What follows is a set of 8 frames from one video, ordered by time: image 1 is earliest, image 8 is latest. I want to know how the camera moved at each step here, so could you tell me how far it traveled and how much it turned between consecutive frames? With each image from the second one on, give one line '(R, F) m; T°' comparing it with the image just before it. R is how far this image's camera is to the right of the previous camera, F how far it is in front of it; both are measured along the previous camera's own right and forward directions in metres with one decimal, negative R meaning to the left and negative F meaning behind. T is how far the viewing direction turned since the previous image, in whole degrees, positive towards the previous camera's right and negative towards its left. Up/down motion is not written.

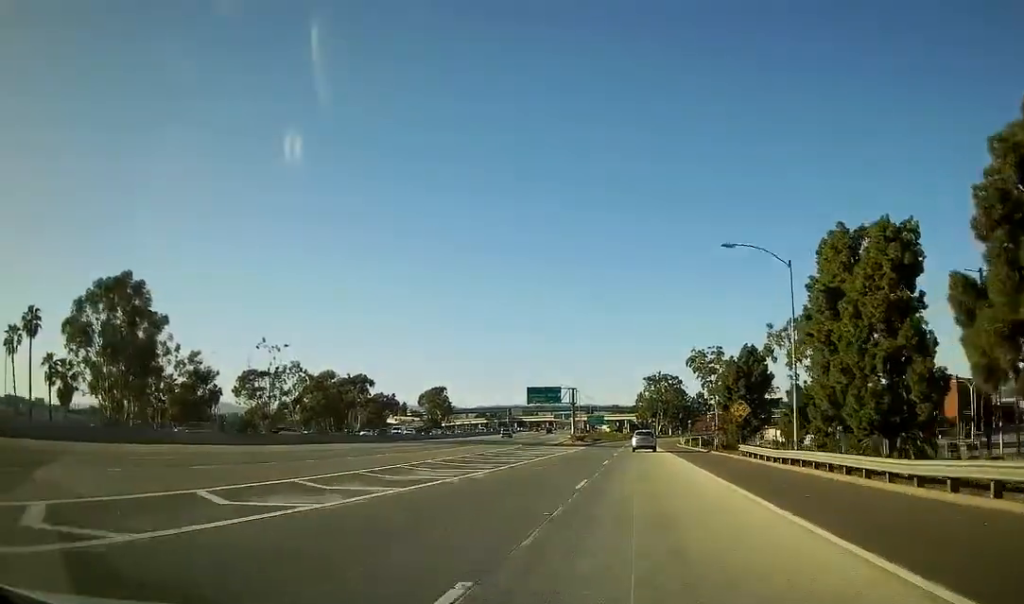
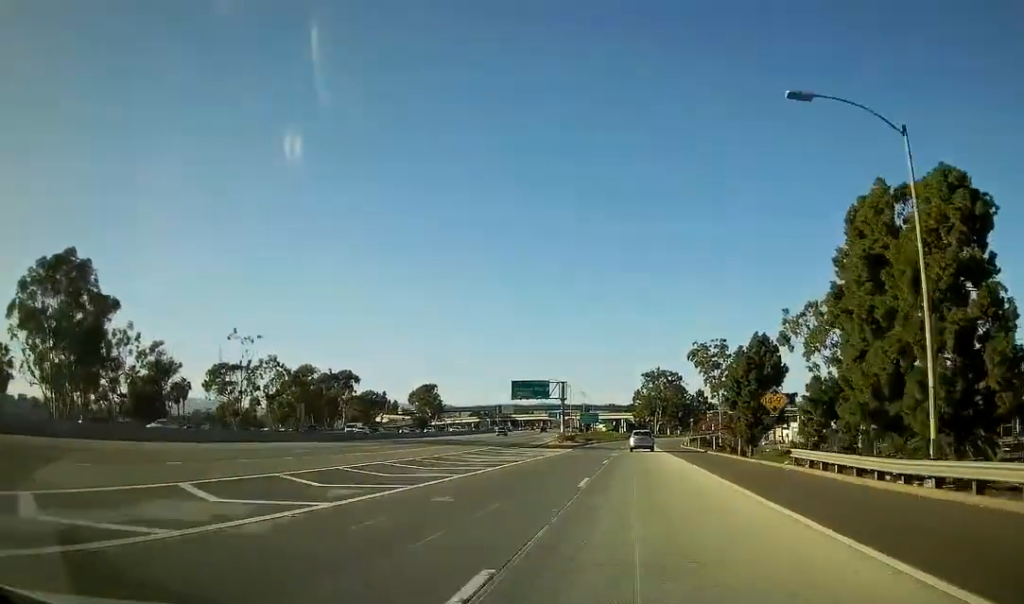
(-0.2, +13.9) m; 0°
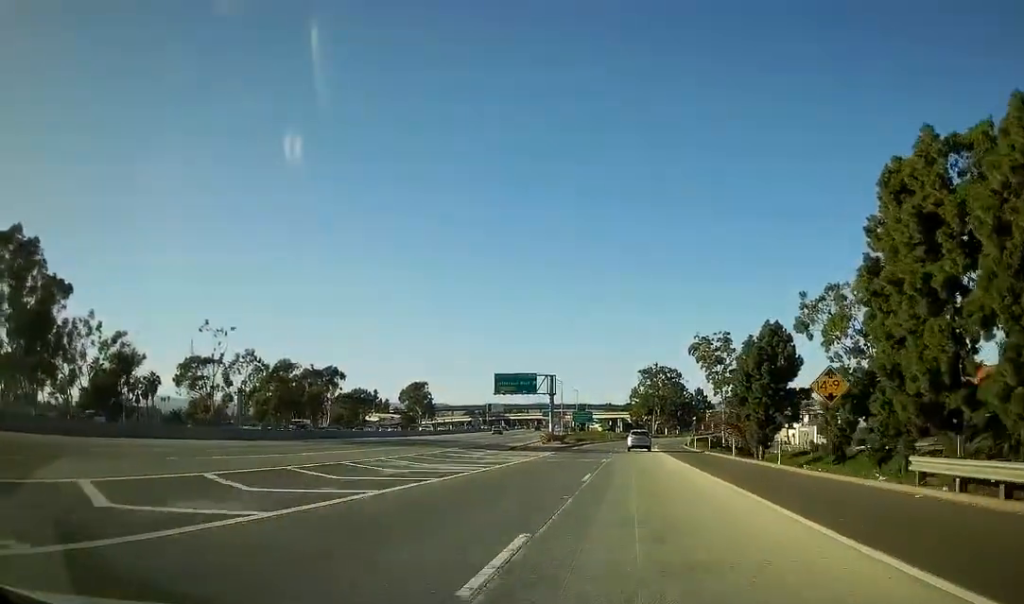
(-0.2, +13.0) m; 0°
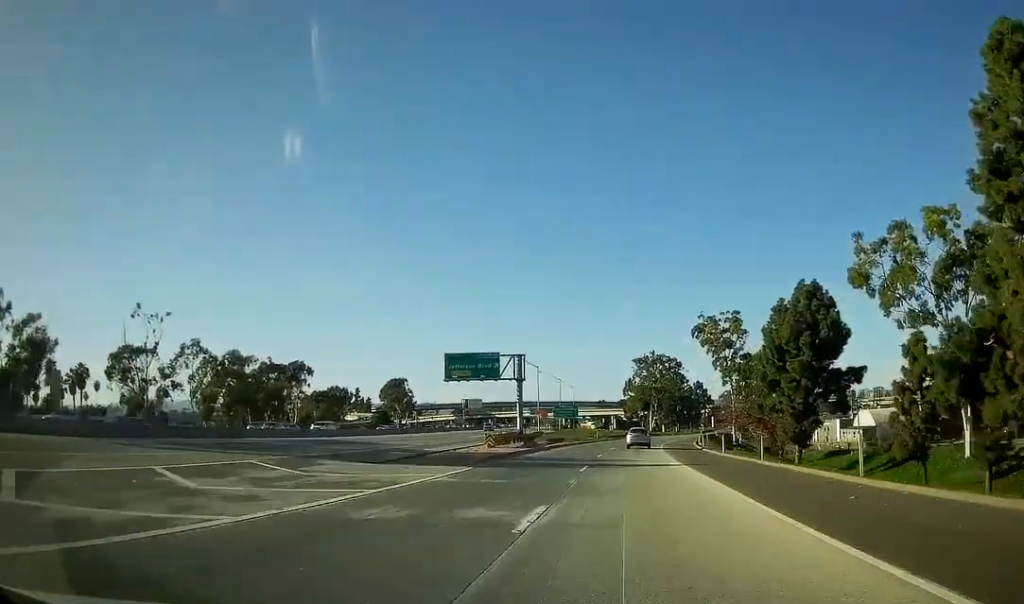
(+0.1, +25.4) m; +1°
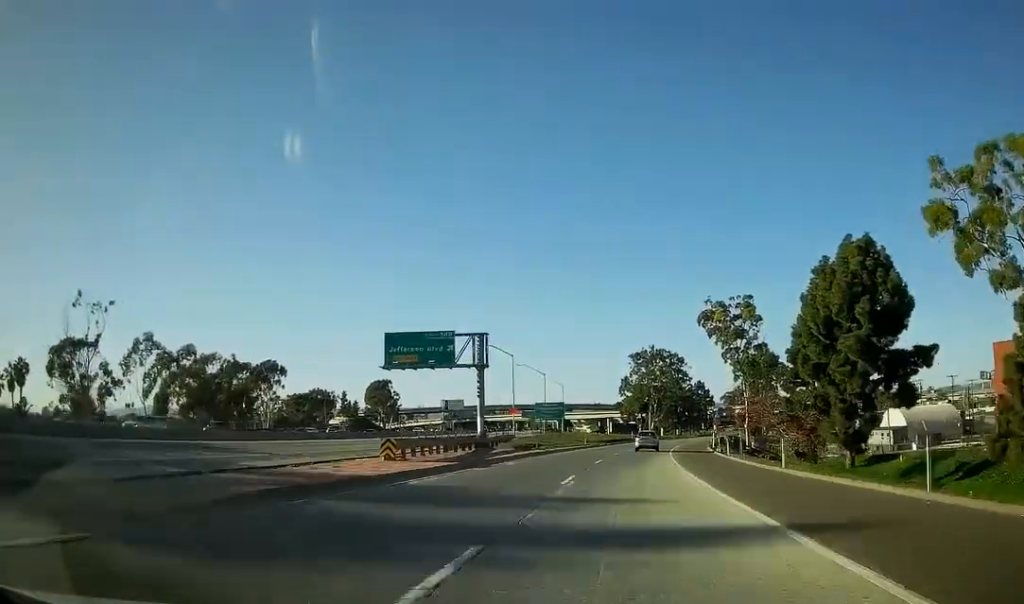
(+0.3, +20.2) m; 0°
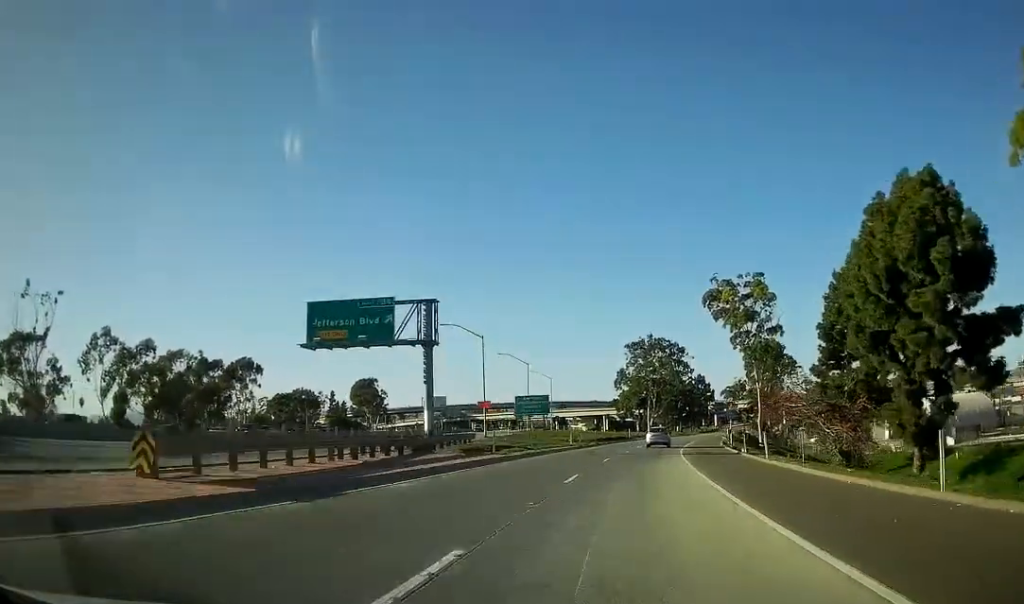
(0.0, +15.8) m; 0°
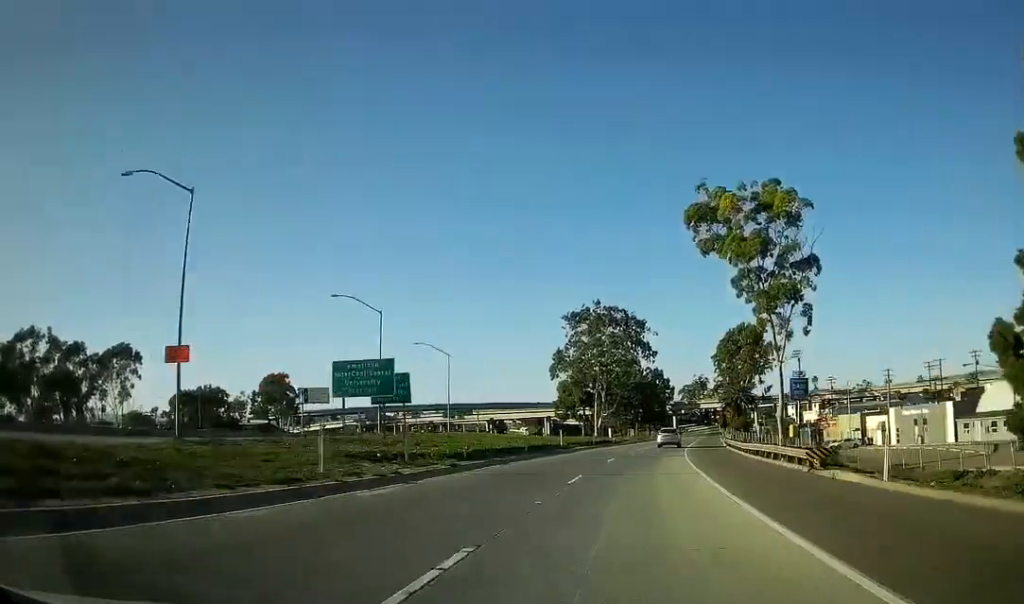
(+0.4, +44.3) m; +2°
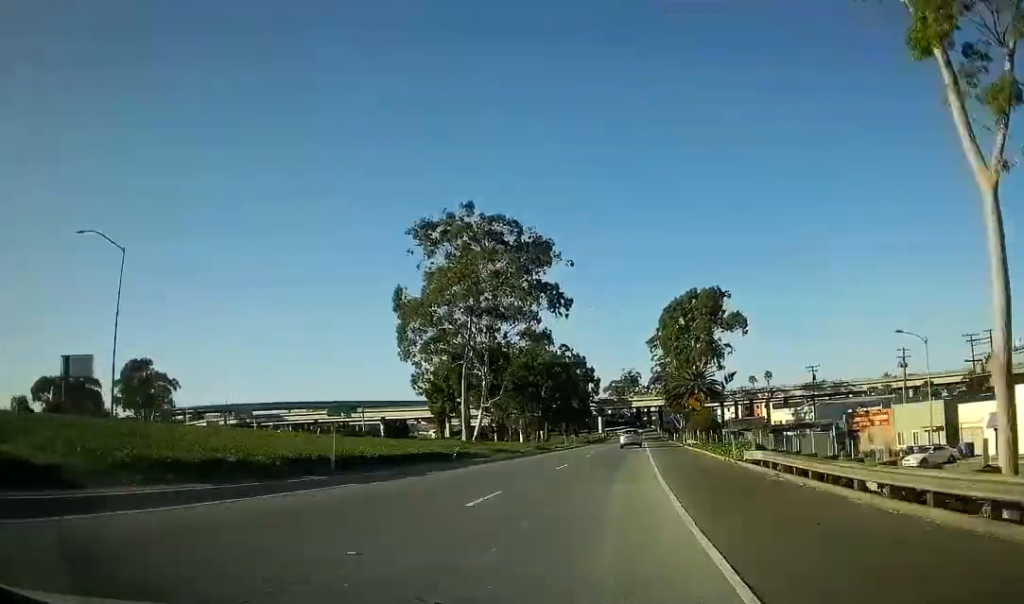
(+3.1, +50.3) m; +7°
